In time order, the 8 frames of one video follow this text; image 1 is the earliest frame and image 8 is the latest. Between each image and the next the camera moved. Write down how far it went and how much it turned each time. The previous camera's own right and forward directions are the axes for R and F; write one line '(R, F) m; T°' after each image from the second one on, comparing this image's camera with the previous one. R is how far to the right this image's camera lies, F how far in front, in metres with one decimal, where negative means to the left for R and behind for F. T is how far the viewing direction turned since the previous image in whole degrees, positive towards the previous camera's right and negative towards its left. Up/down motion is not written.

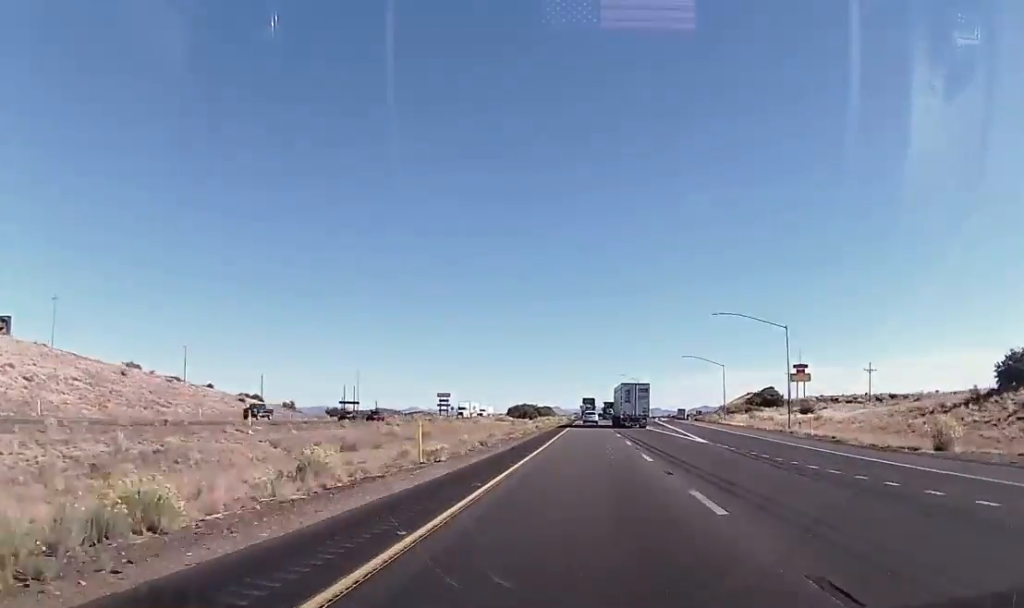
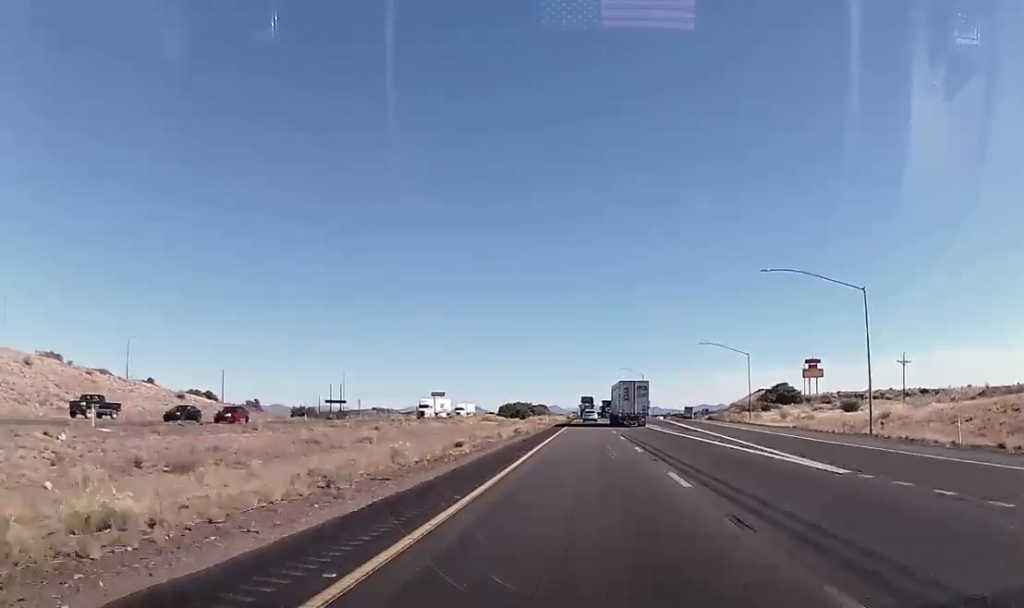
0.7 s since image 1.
(0.0, +20.4) m; -1°
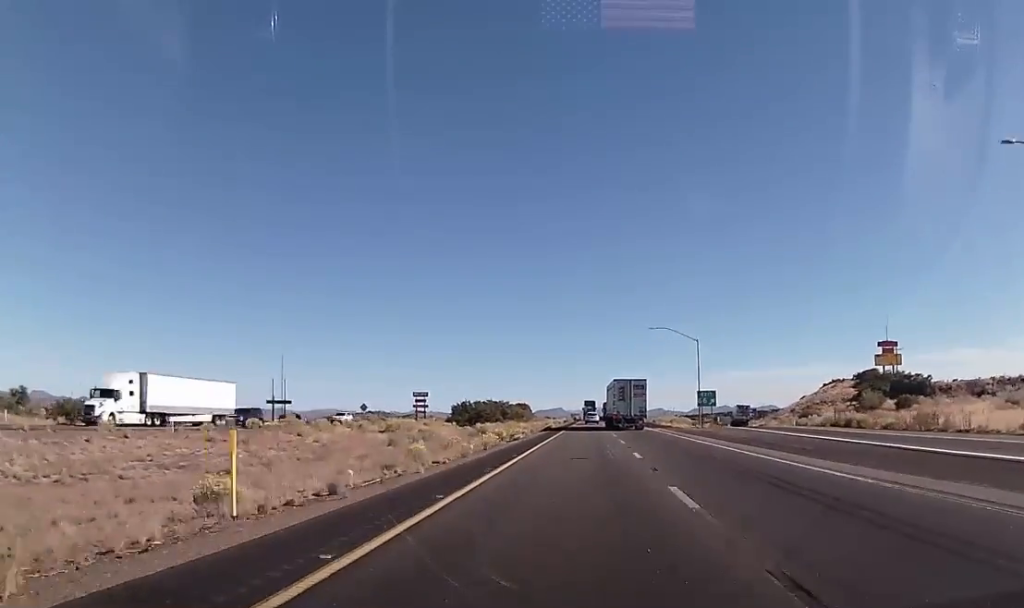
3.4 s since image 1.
(-1.0, +78.3) m; 0°
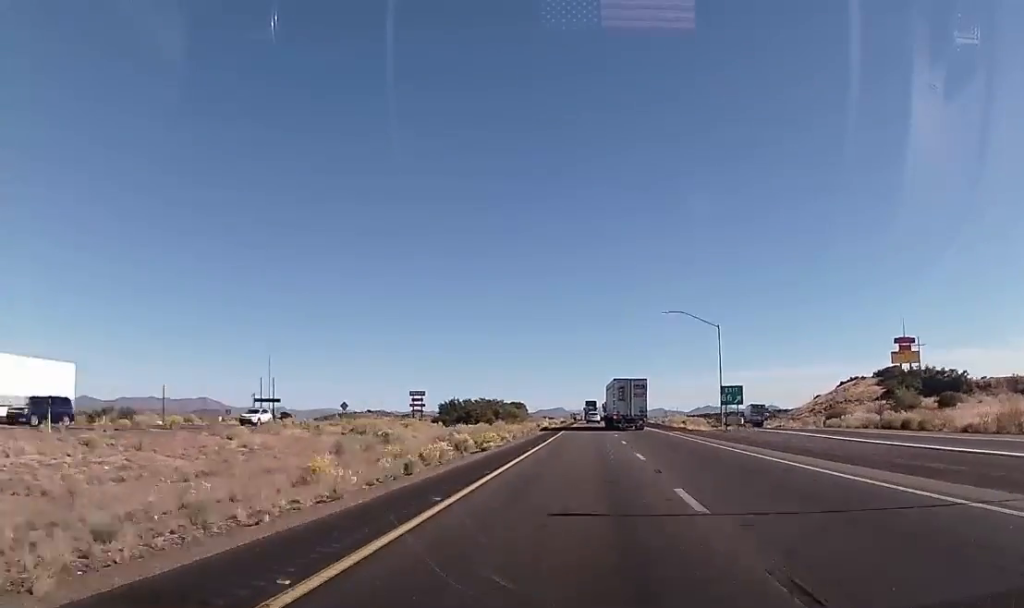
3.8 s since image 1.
(+0.1, +12.8) m; 0°
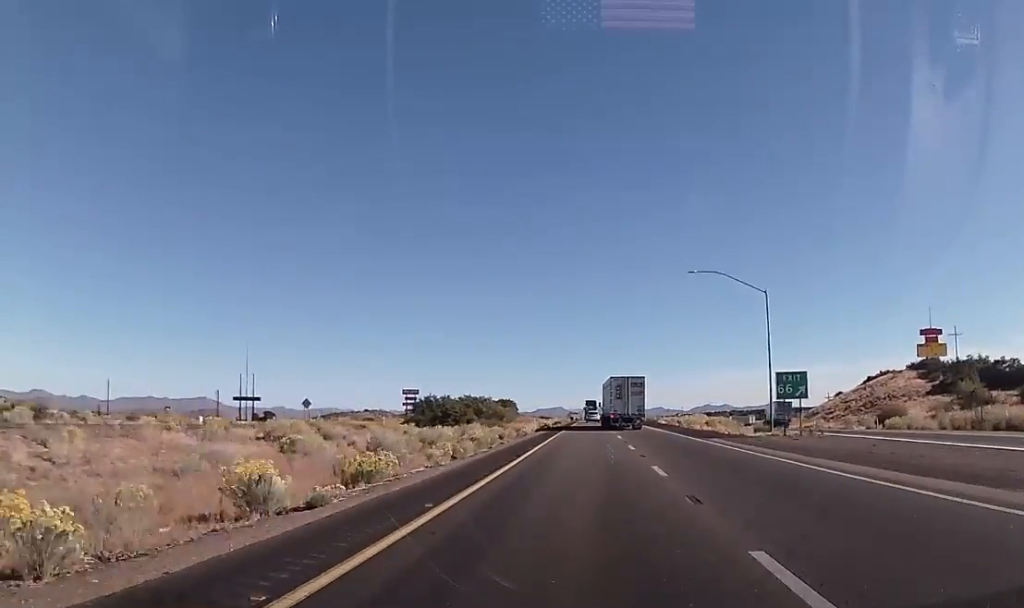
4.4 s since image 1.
(+0.3, +18.7) m; +1°
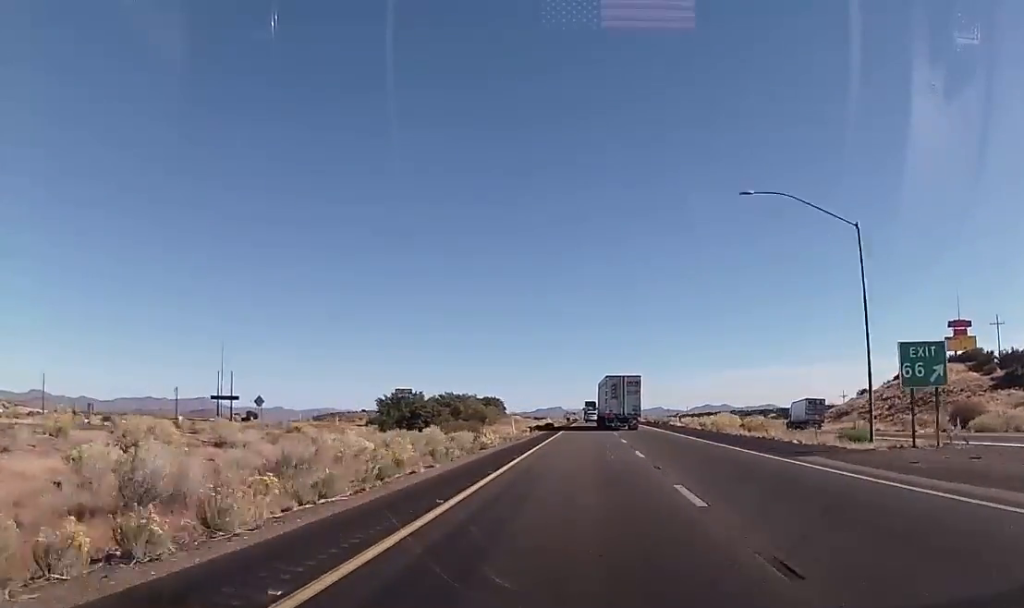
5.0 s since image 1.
(0.0, +17.7) m; -1°
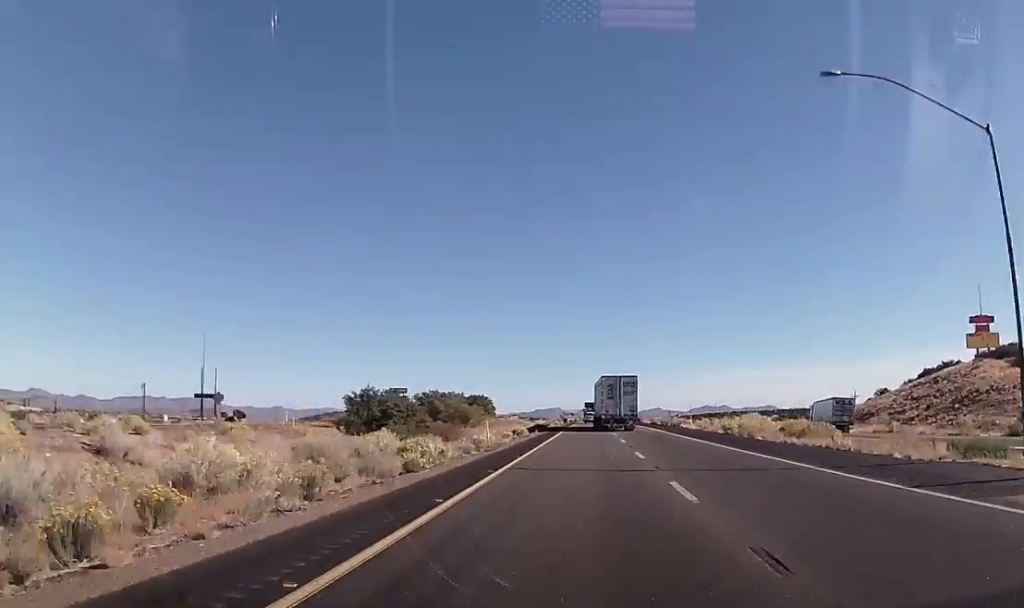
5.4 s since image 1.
(+0.2, +11.8) m; -1°
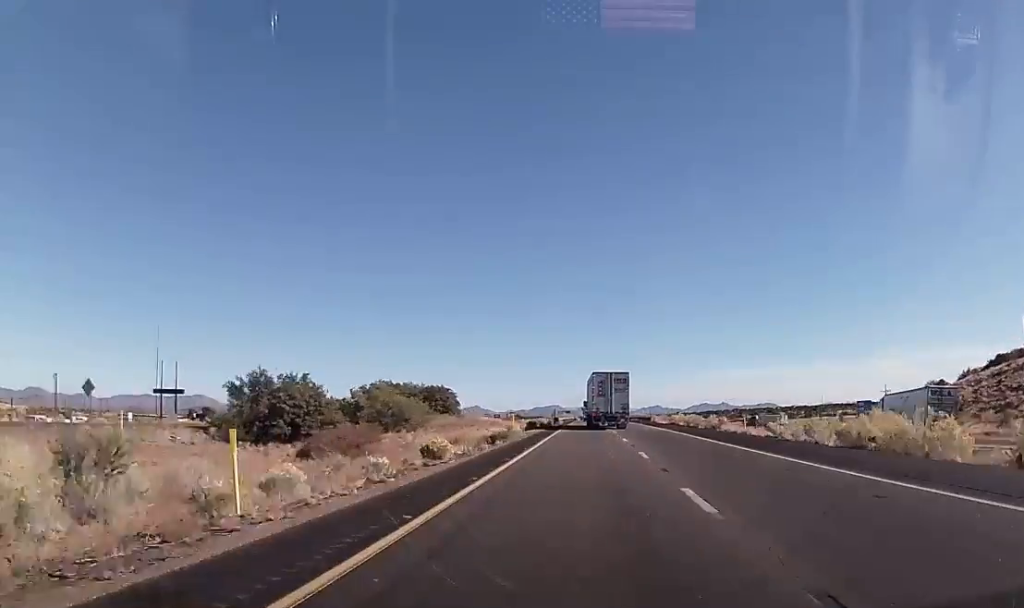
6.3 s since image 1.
(-0.6, +26.5) m; 0°
